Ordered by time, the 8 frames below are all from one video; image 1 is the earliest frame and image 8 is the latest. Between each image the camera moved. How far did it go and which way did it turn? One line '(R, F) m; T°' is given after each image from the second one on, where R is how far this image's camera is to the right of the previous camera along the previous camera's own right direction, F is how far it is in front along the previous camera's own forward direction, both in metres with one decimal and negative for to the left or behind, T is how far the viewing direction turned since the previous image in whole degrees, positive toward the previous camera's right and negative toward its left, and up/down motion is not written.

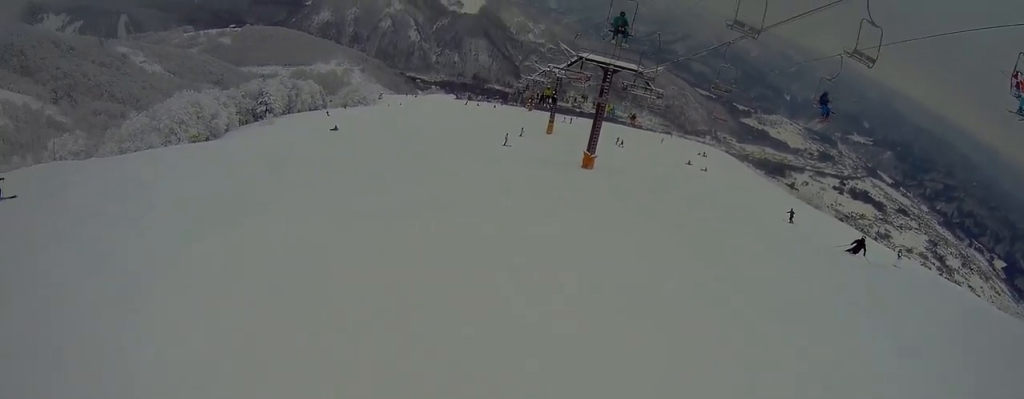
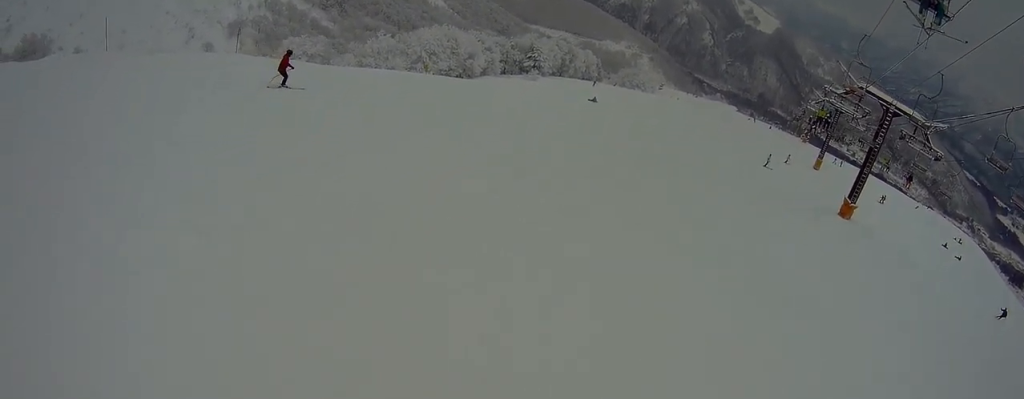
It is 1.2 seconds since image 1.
(-1.7, +5.6) m; -31°
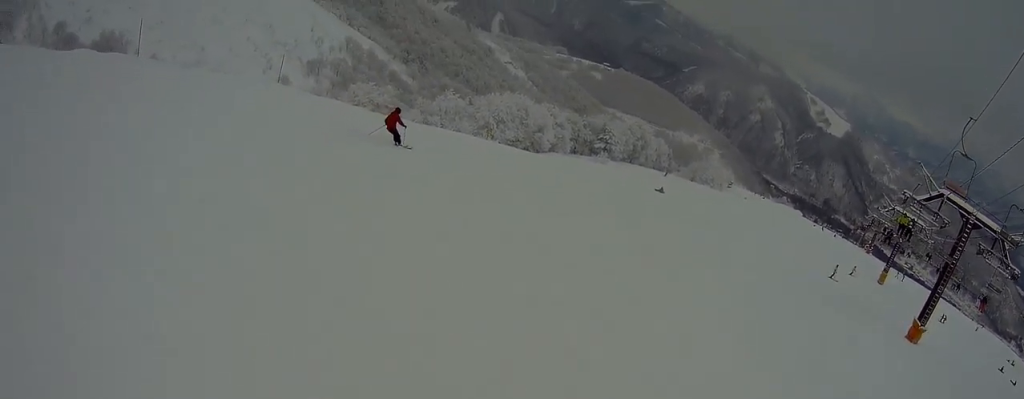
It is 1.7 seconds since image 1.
(-0.3, +2.7) m; -9°
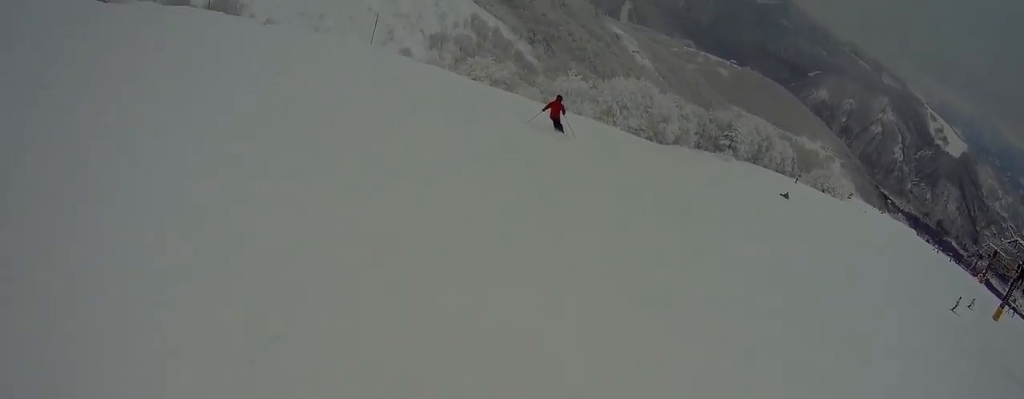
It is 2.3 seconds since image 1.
(-0.2, +2.9) m; -7°
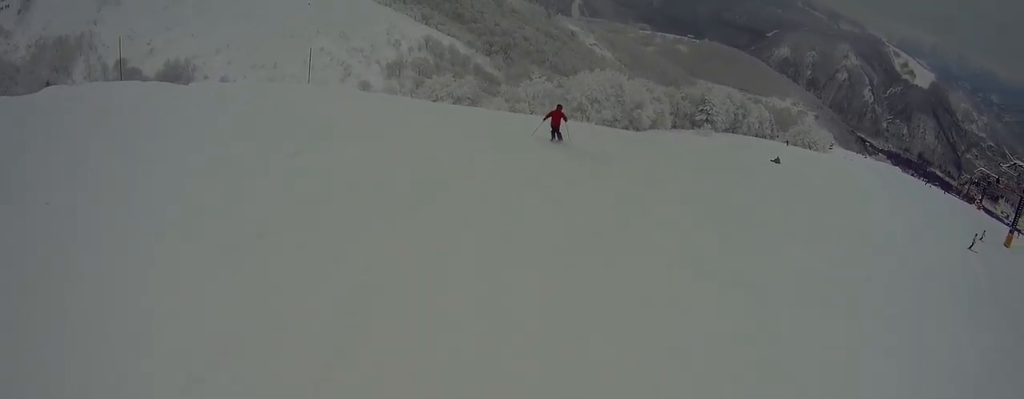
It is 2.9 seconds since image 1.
(-0.2, +3.3) m; +5°
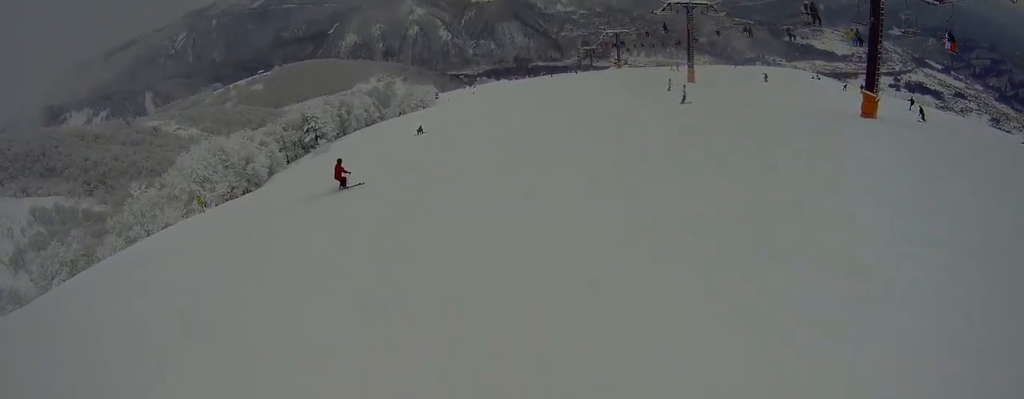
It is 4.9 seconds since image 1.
(+2.2, +10.6) m; +25°
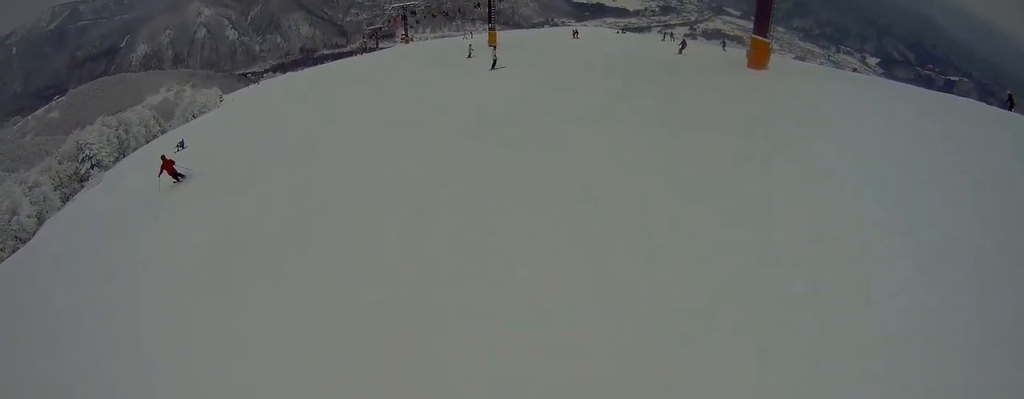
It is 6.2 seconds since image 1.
(+1.7, +7.6) m; +26°
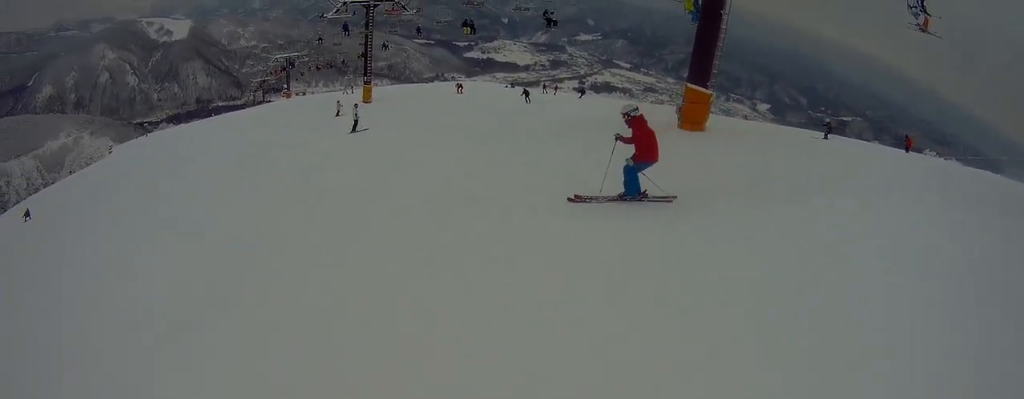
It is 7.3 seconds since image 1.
(+0.7, +6.9) m; -6°
